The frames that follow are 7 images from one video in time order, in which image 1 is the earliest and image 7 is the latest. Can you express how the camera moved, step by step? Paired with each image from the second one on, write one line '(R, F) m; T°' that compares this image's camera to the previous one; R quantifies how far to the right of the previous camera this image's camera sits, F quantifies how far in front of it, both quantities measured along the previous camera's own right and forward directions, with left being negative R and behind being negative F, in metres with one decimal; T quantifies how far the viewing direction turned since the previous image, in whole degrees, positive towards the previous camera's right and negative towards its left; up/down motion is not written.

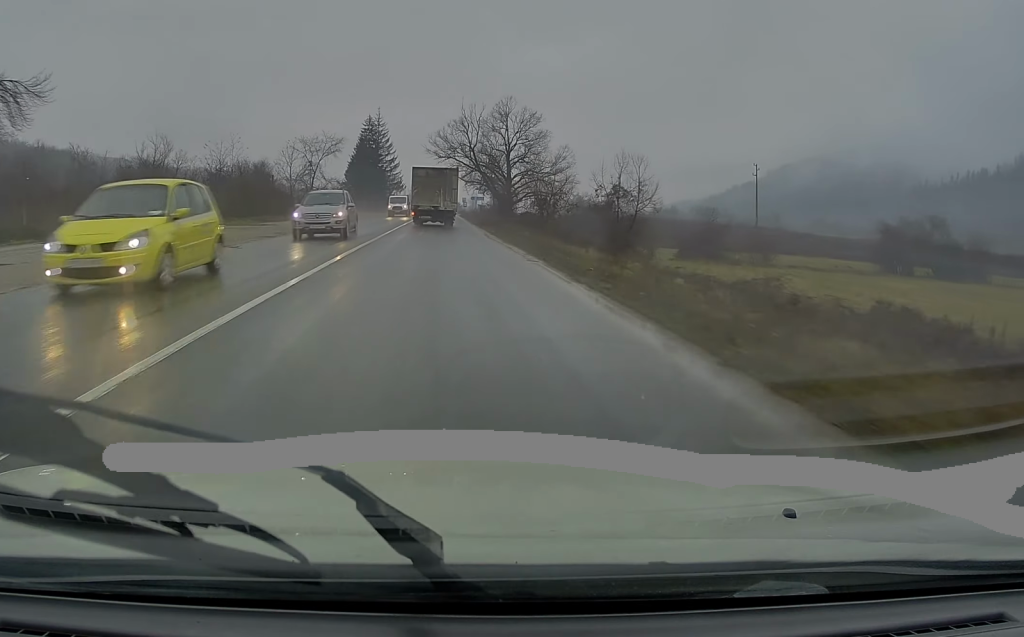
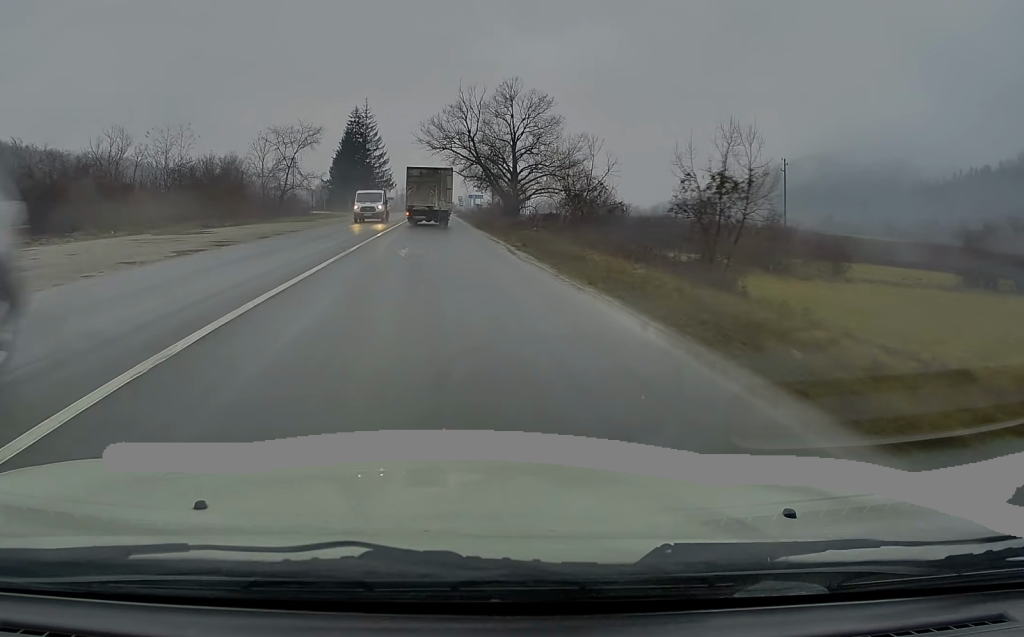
(0.0, +13.0) m; 0°
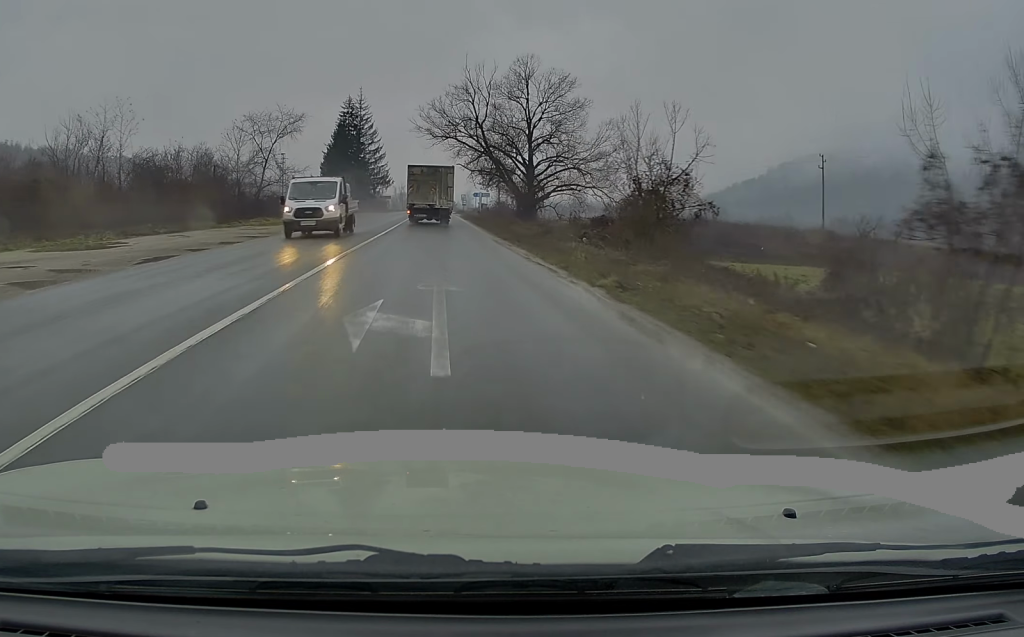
(0.0, +11.7) m; 0°
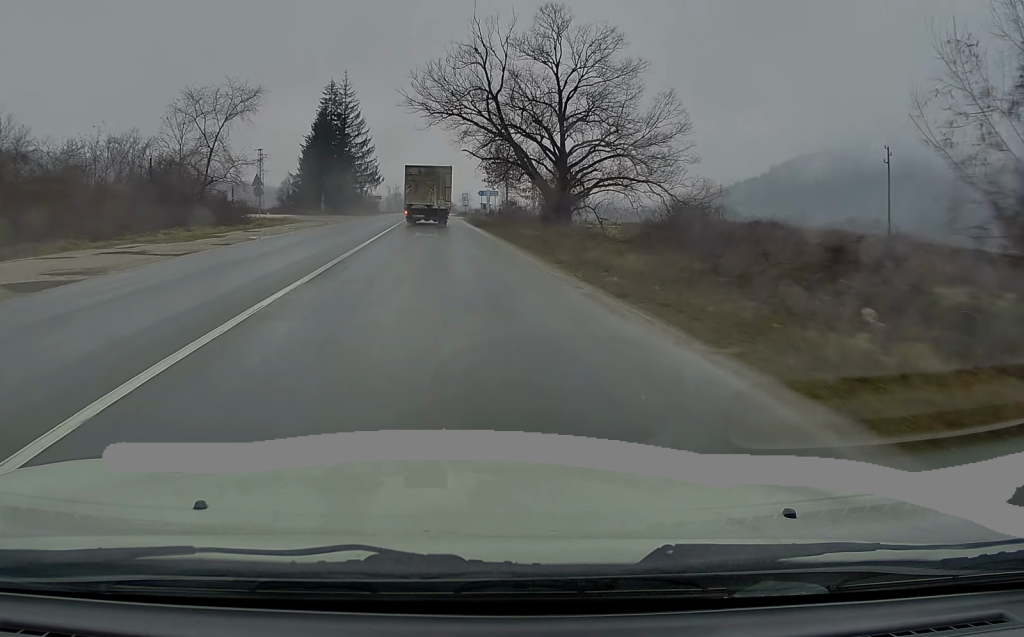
(0.0, +17.0) m; 0°
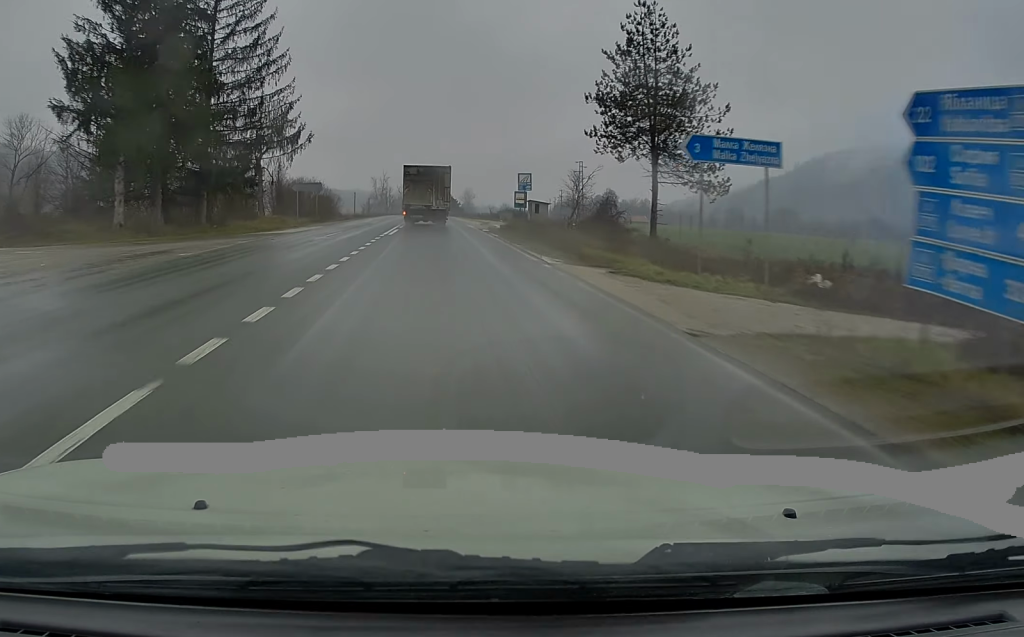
(+1.2, +67.0) m; 0°
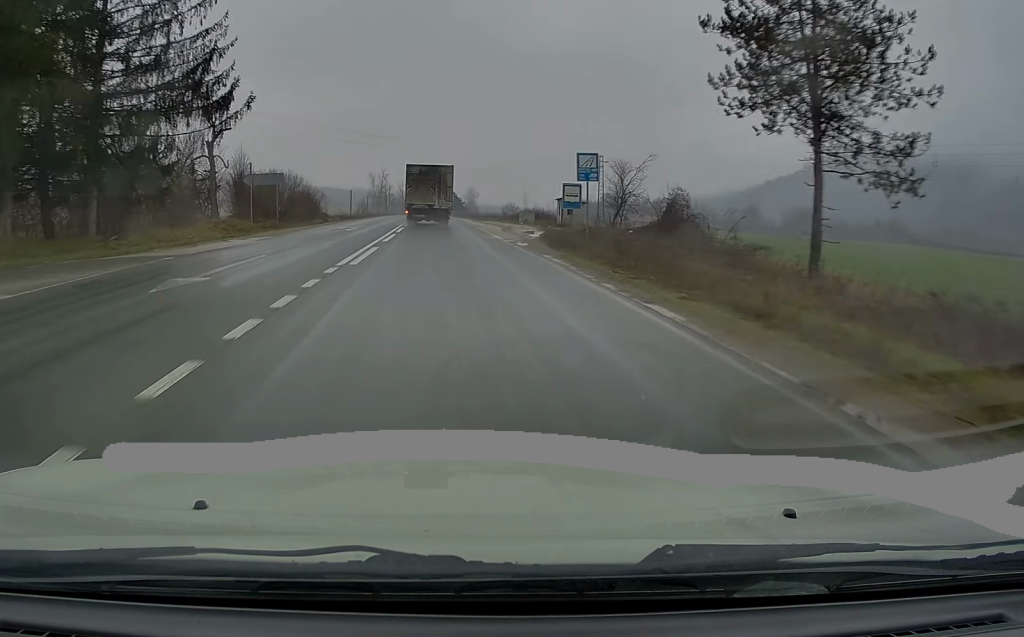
(-0.1, +15.3) m; 0°
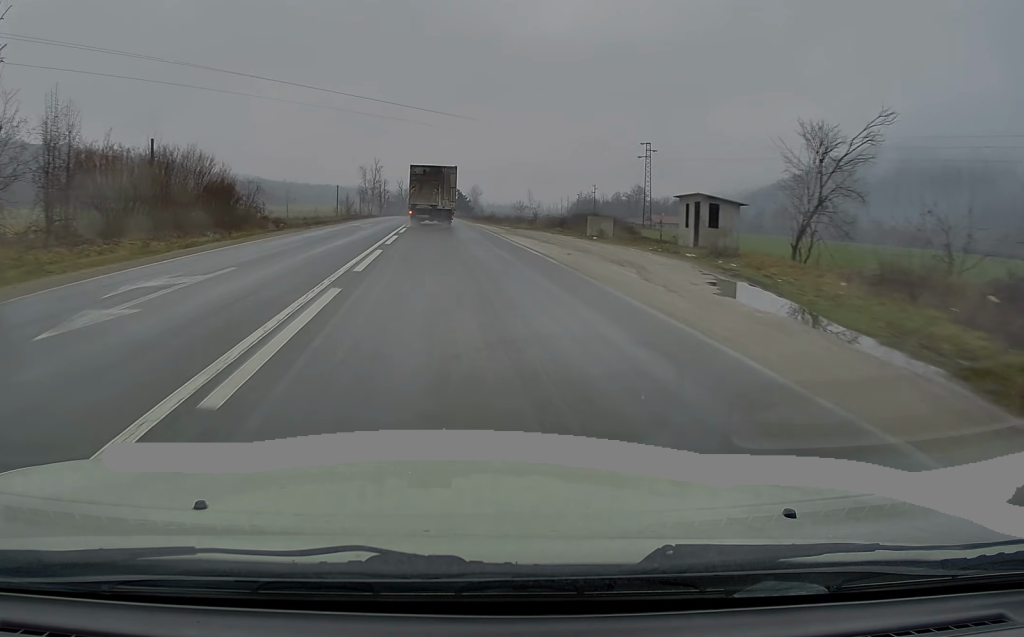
(0.0, +27.9) m; 0°
